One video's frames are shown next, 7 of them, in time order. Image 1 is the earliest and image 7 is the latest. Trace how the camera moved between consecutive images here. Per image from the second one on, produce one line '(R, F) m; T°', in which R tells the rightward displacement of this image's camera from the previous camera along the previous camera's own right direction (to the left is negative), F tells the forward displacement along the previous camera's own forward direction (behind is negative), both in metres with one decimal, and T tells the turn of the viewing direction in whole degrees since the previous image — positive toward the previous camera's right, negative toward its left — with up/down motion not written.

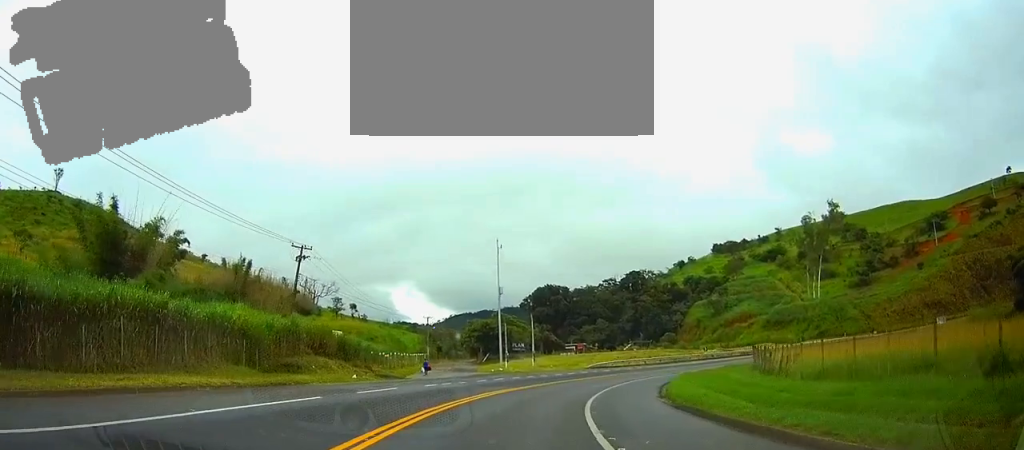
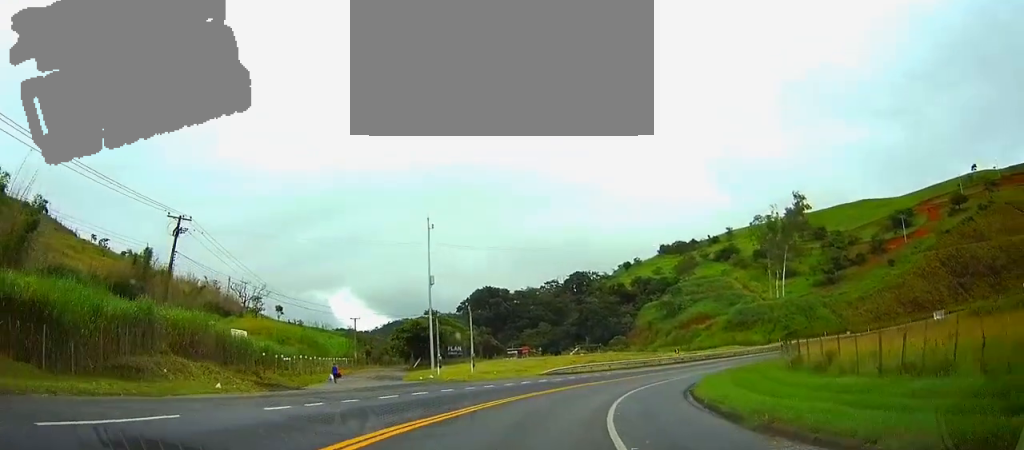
(+0.7, +14.0) m; +6°
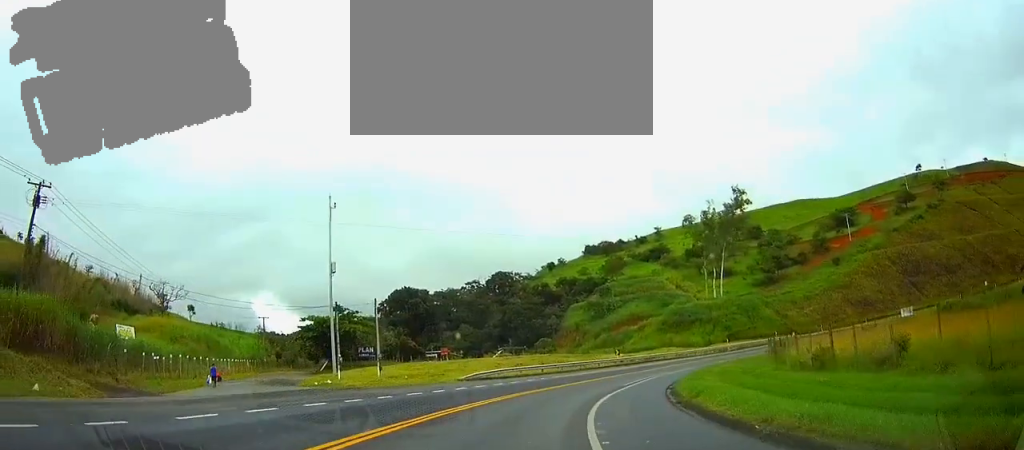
(+0.5, +9.4) m; +5°
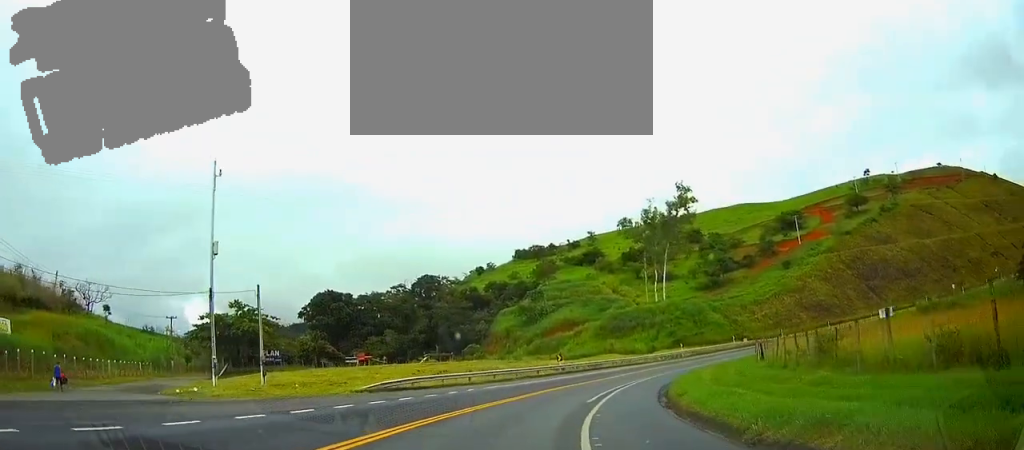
(+0.6, +10.9) m; +7°
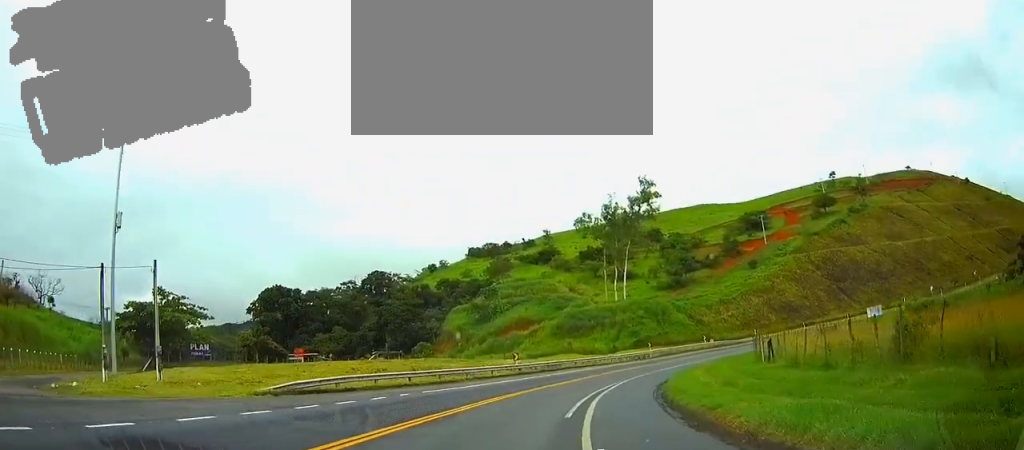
(+0.4, +7.5) m; +4°
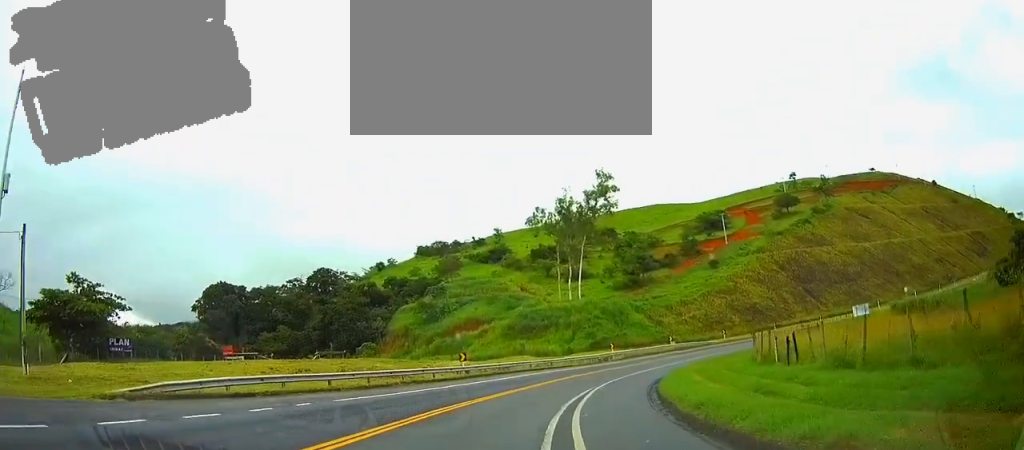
(+0.3, +7.4) m; +3°
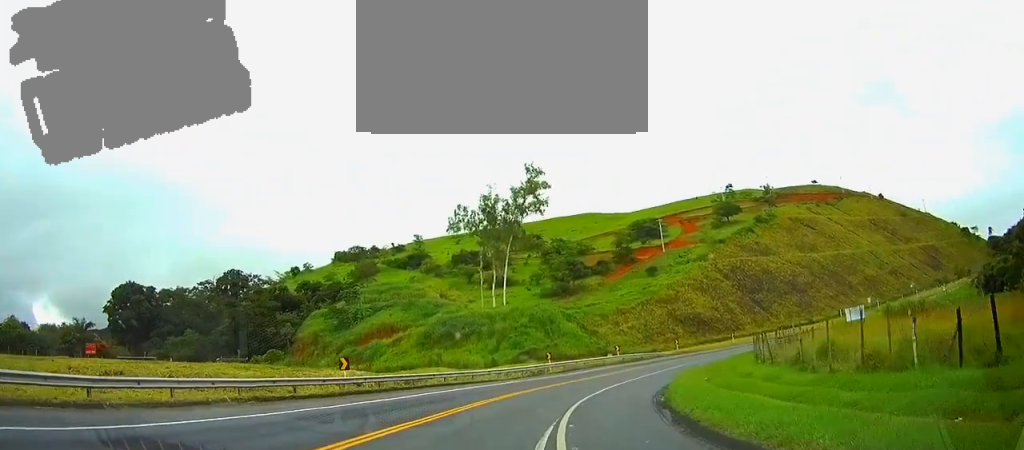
(+0.8, +14.3) m; +6°
